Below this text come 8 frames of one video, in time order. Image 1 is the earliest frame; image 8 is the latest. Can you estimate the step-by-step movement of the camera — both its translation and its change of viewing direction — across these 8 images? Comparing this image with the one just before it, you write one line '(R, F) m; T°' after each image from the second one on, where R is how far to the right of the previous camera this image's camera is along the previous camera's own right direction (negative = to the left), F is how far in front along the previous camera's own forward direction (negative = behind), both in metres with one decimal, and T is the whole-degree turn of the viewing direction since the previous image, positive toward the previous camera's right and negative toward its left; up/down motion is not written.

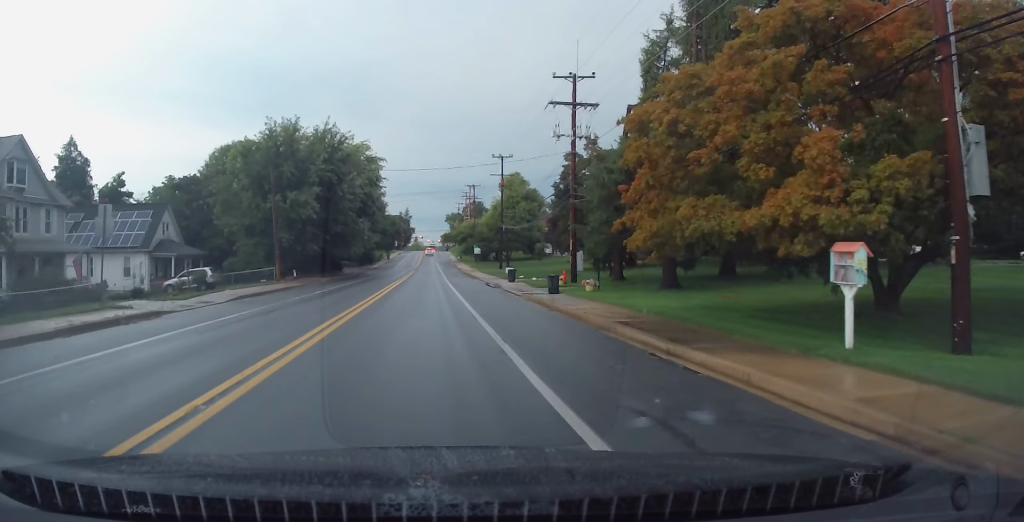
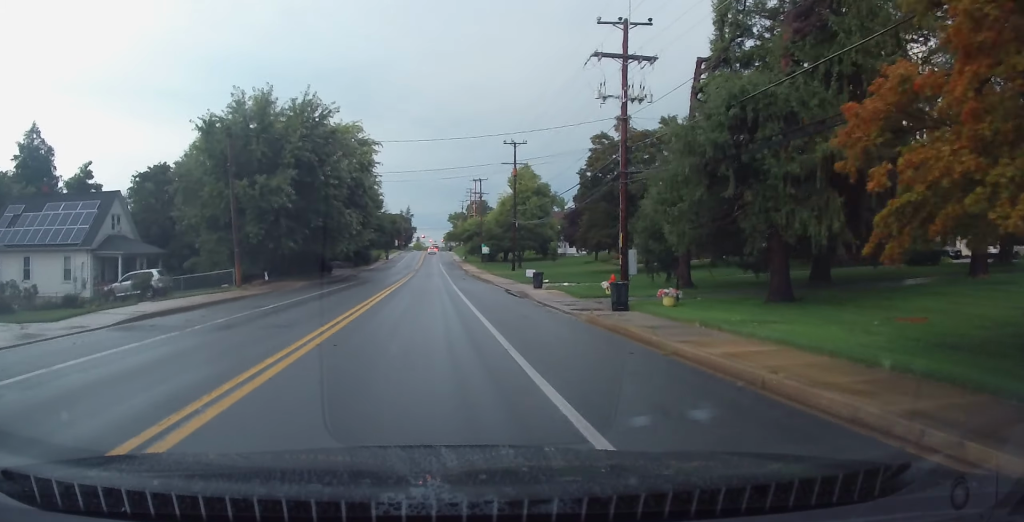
(0.0, +10.1) m; -1°
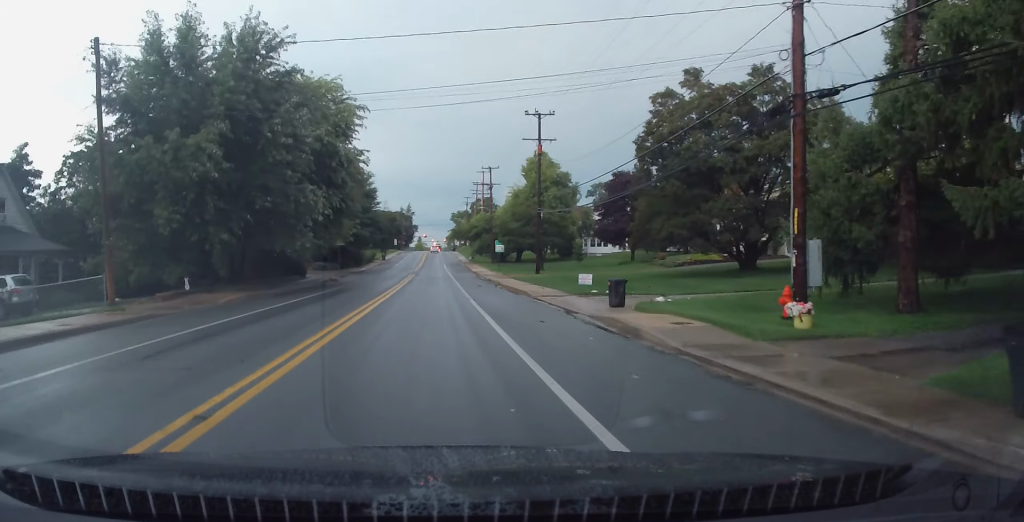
(-0.2, +14.8) m; -2°
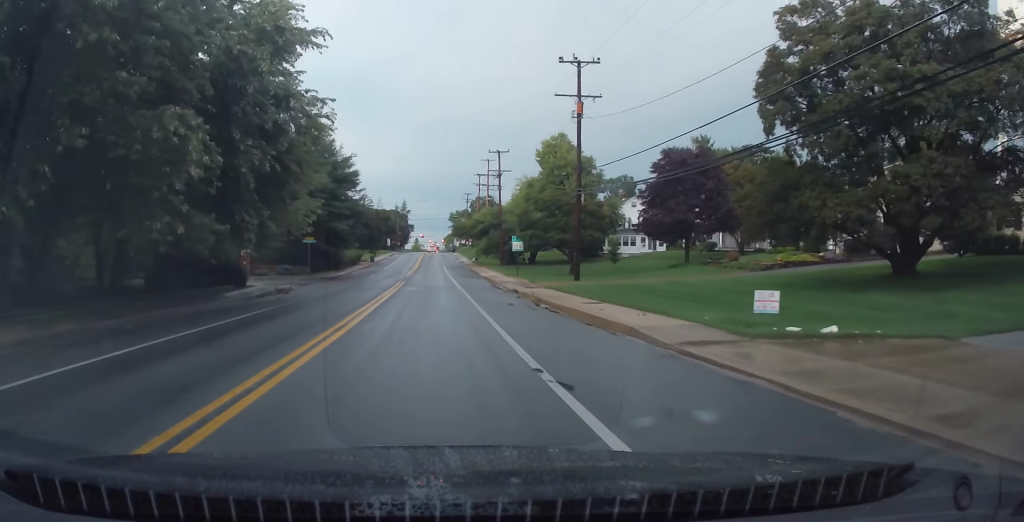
(-0.3, +16.0) m; 0°
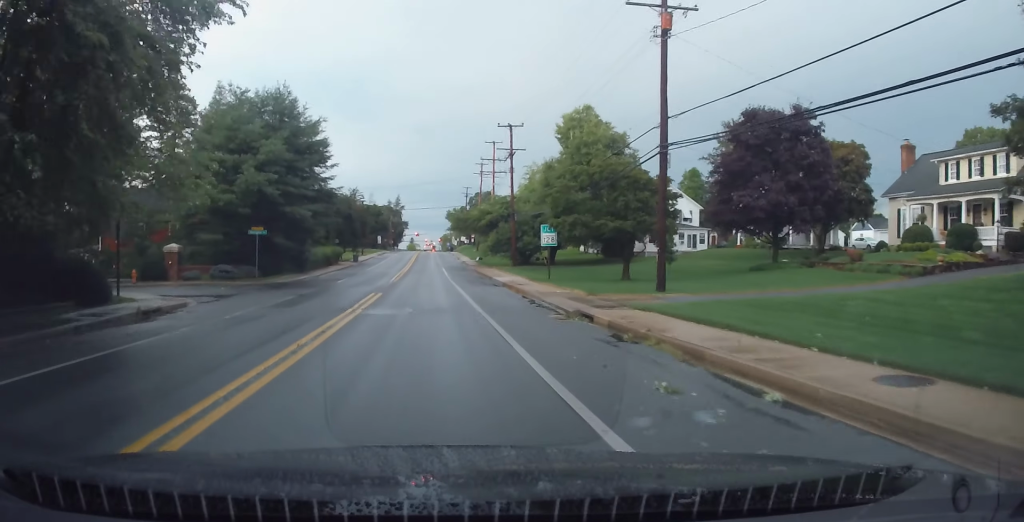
(+0.3, +15.4) m; +1°
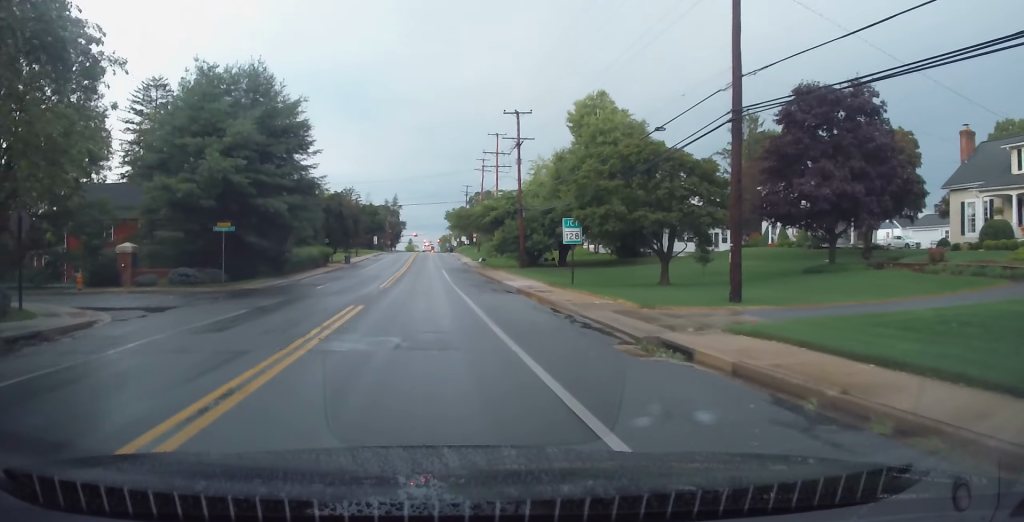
(+0.1, +6.3) m; 0°
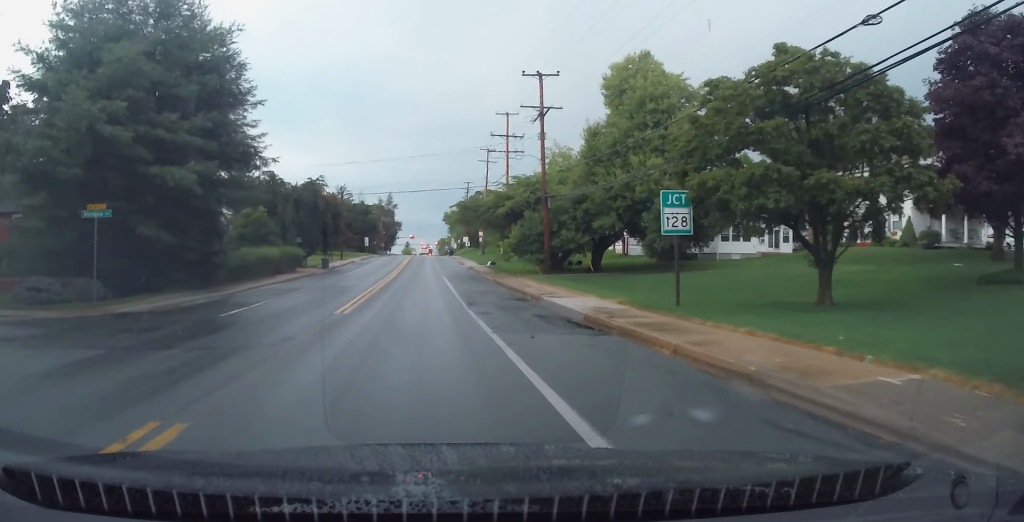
(-0.4, +13.4) m; 0°
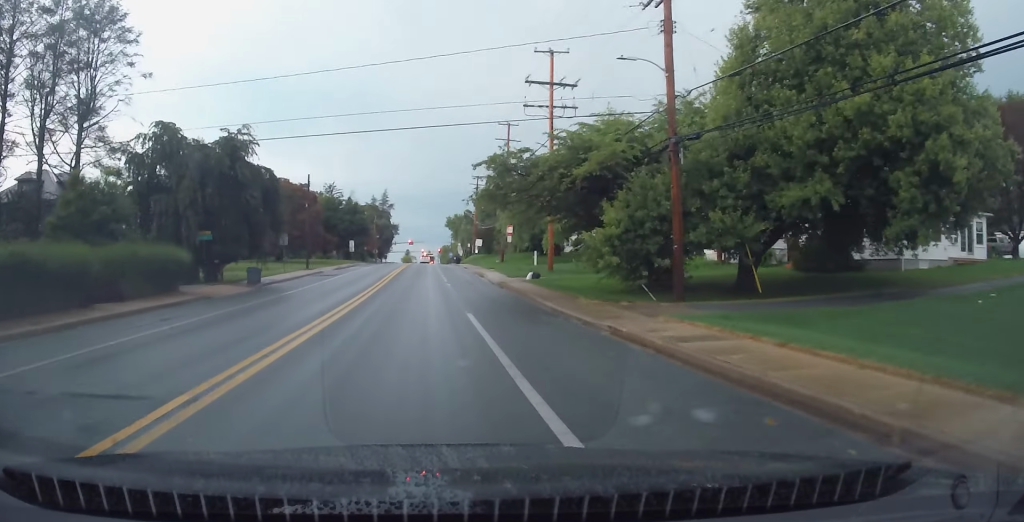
(+0.5, +23.9) m; +1°
